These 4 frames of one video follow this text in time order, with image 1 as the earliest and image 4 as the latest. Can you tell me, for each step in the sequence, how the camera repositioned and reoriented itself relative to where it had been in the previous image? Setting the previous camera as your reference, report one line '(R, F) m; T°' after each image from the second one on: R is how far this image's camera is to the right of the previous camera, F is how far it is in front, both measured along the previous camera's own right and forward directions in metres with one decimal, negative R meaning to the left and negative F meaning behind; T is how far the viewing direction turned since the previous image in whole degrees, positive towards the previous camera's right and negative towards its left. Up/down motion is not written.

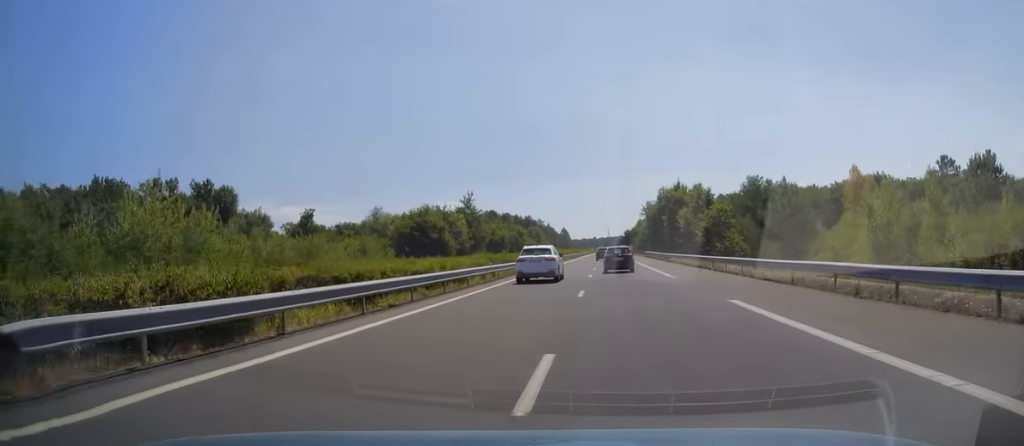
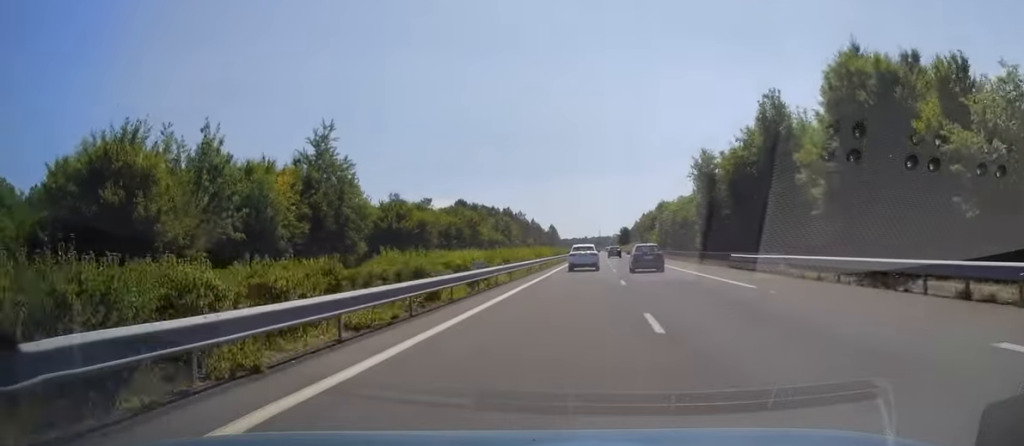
(+0.5, +60.7) m; +1°
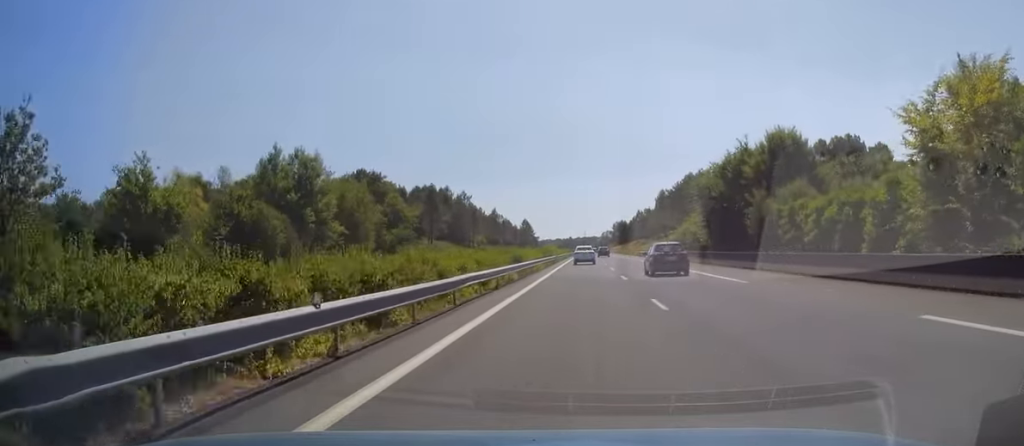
(+1.2, +101.2) m; +1°
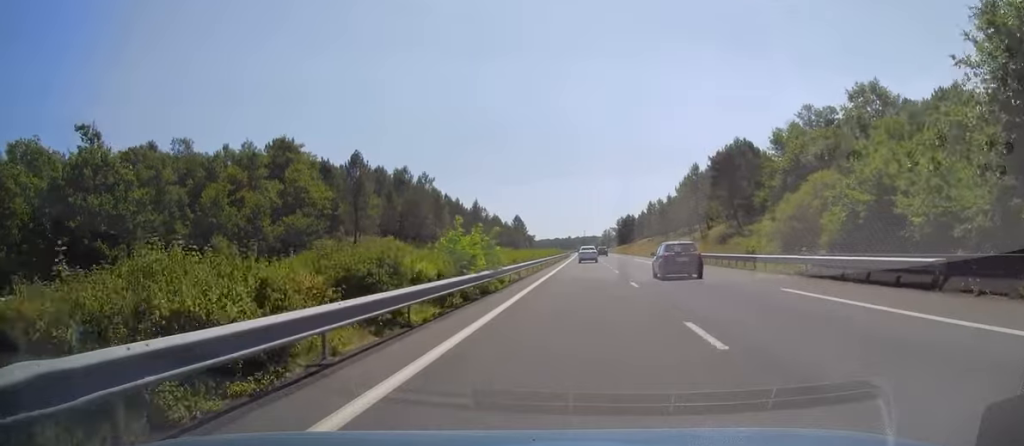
(-0.1, +44.5) m; 0°
